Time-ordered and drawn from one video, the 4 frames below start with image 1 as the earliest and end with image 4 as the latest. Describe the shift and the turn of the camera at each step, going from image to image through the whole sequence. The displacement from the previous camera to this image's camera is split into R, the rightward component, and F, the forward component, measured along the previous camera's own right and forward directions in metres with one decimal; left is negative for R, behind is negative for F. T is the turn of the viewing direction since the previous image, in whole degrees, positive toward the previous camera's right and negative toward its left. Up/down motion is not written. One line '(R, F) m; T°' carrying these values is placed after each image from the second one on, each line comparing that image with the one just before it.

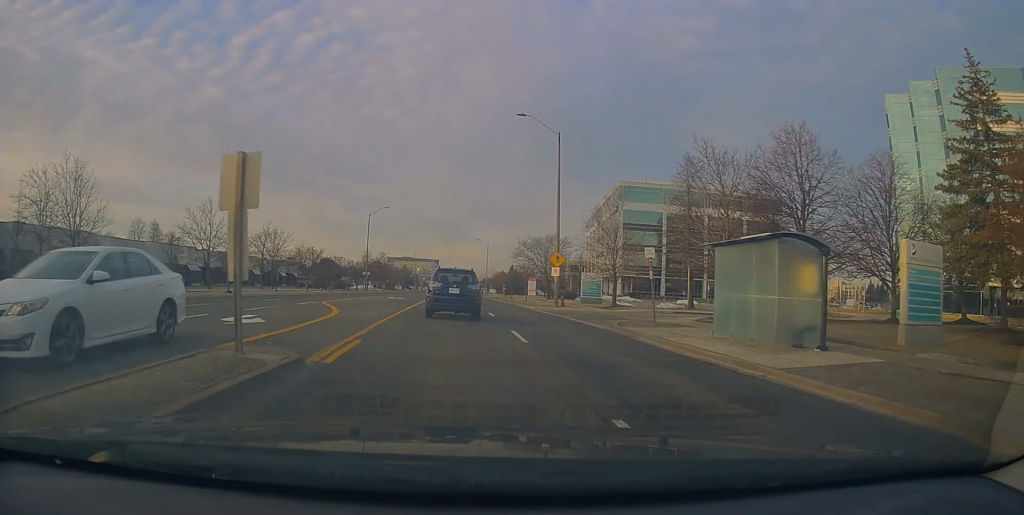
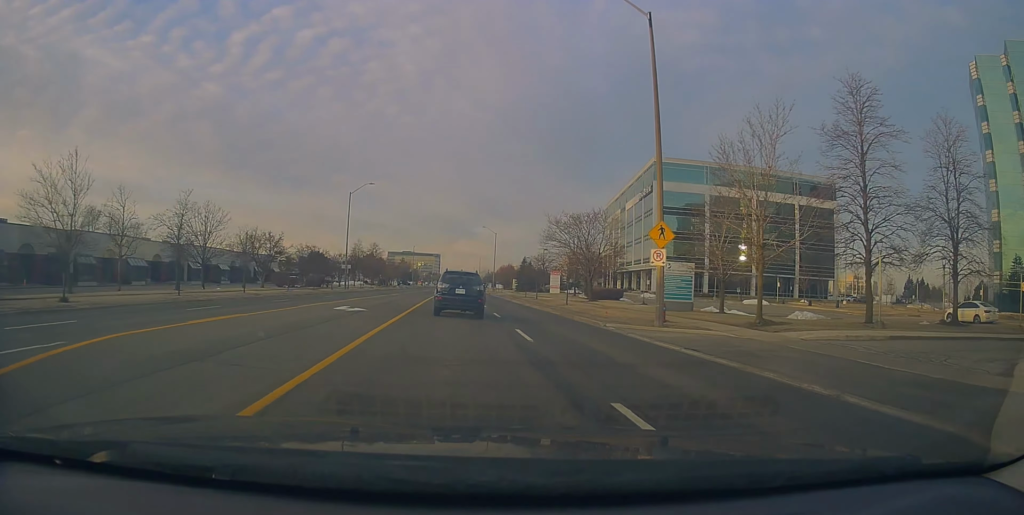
(+0.1, +18.7) m; 0°
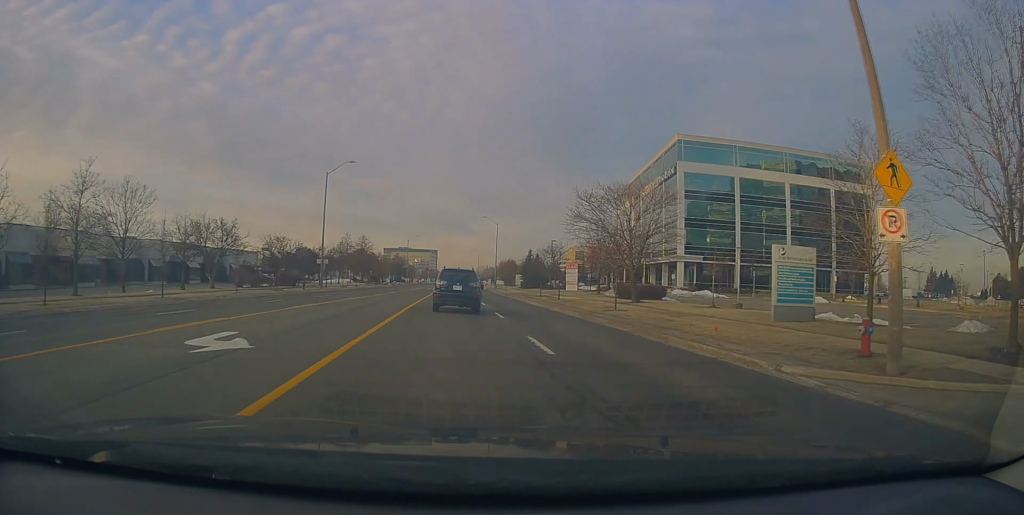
(0.0, +11.8) m; -1°
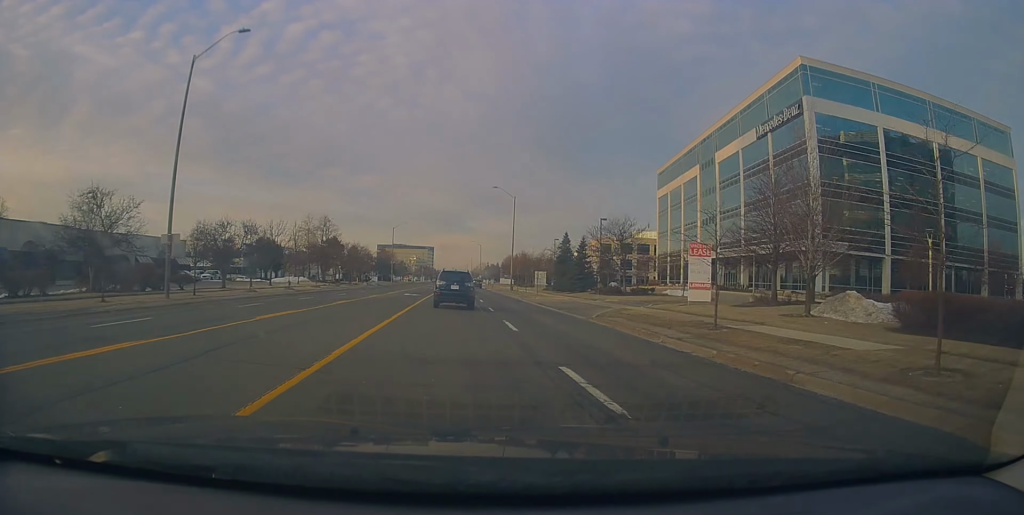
(-0.2, +33.3) m; +1°
